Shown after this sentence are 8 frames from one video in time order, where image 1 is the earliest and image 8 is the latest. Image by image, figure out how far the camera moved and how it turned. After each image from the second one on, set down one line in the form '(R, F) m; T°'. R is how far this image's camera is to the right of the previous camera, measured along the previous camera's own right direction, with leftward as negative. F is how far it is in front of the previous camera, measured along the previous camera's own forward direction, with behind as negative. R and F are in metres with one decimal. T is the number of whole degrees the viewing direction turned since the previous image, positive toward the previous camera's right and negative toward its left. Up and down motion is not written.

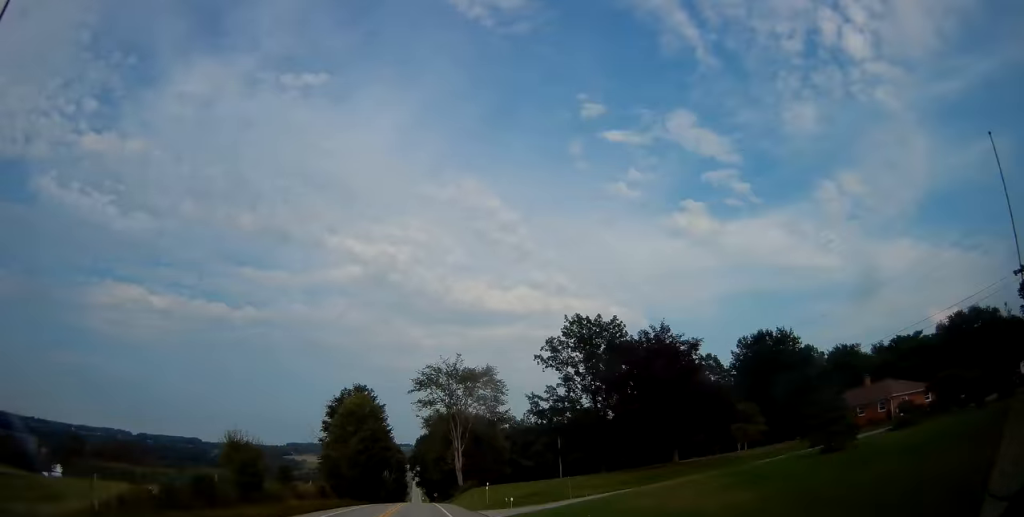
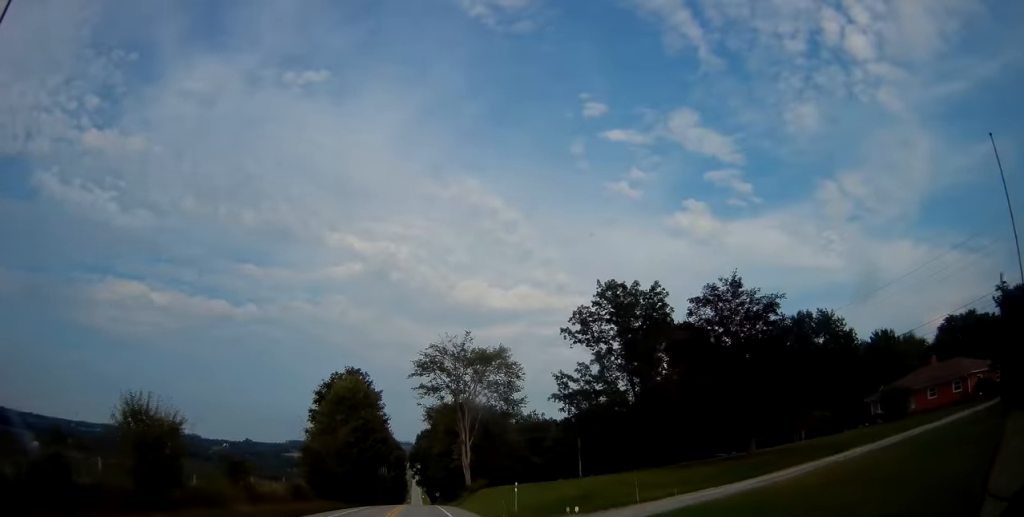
(0.0, +11.5) m; 0°
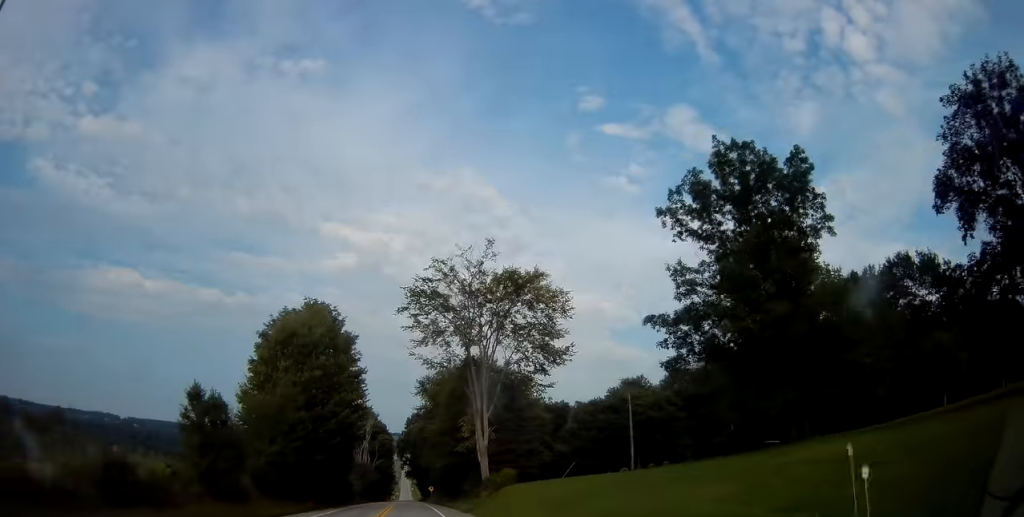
(0.0, +24.6) m; +1°
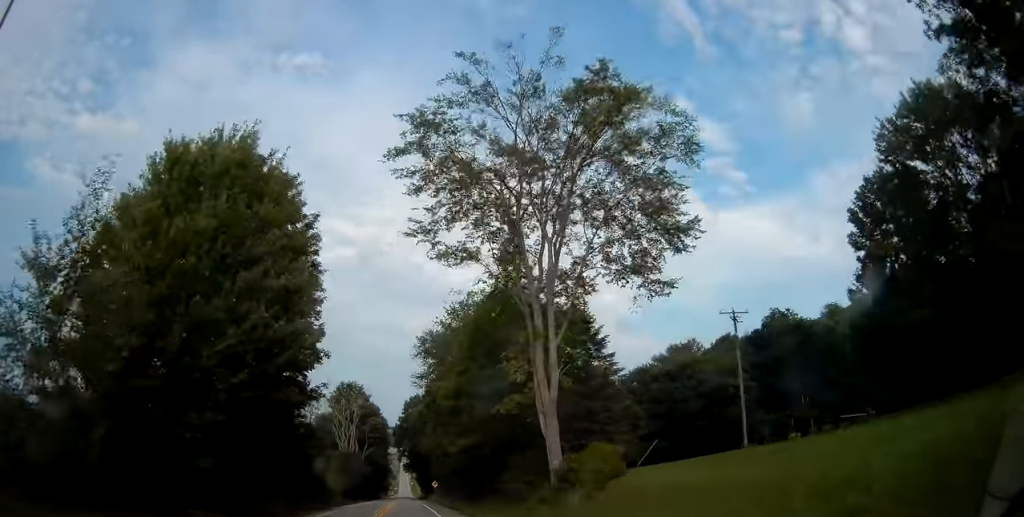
(+0.3, +22.8) m; 0°
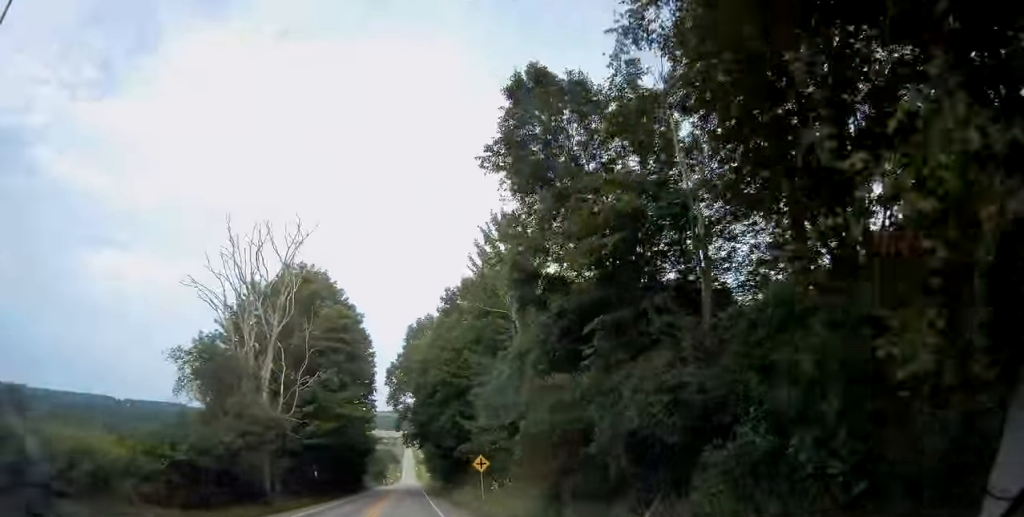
(-0.7, +55.1) m; -1°
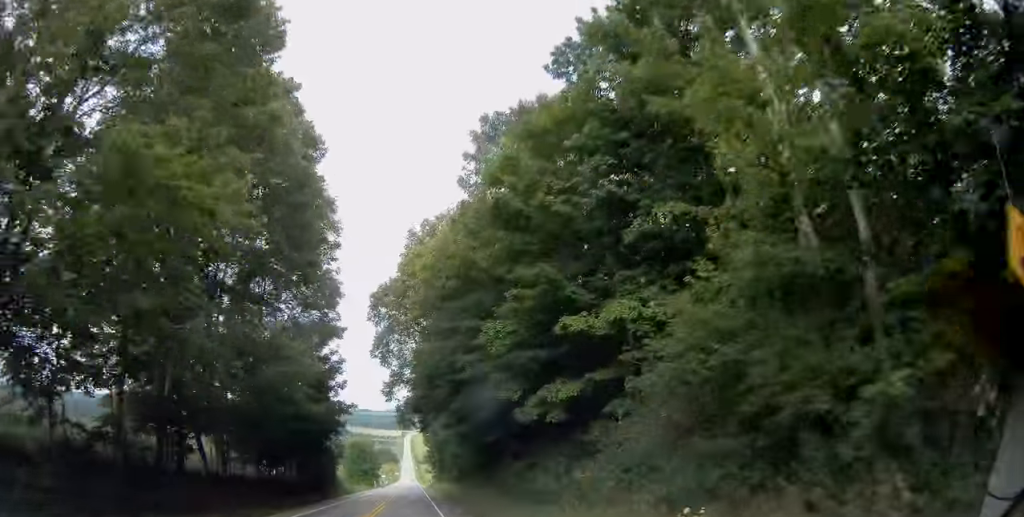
(0.0, +31.7) m; 0°
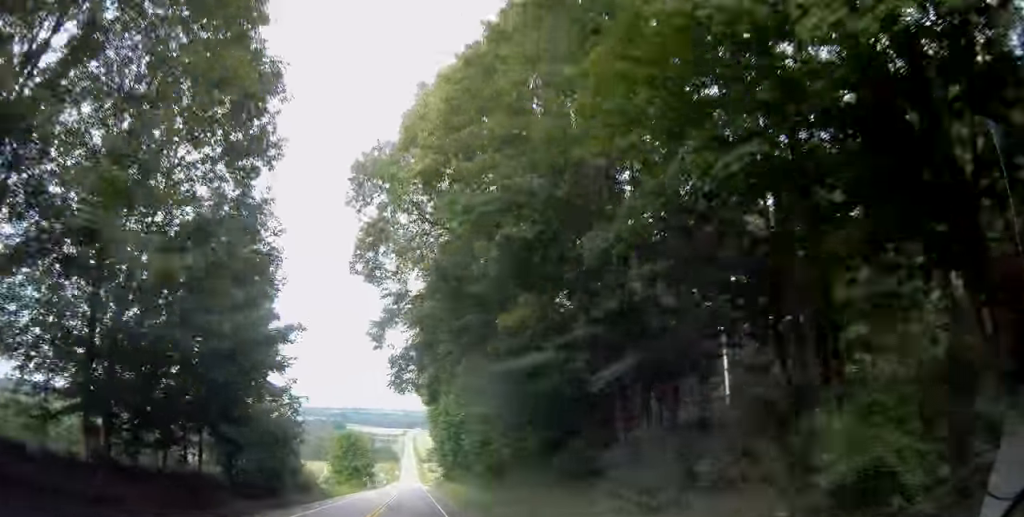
(0.0, +20.4) m; 0°
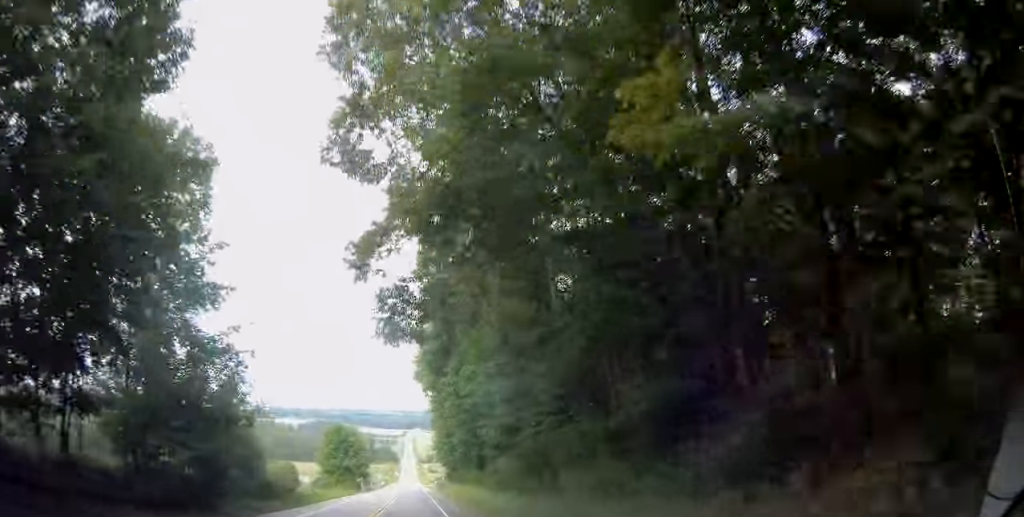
(0.0, +11.2) m; 0°
